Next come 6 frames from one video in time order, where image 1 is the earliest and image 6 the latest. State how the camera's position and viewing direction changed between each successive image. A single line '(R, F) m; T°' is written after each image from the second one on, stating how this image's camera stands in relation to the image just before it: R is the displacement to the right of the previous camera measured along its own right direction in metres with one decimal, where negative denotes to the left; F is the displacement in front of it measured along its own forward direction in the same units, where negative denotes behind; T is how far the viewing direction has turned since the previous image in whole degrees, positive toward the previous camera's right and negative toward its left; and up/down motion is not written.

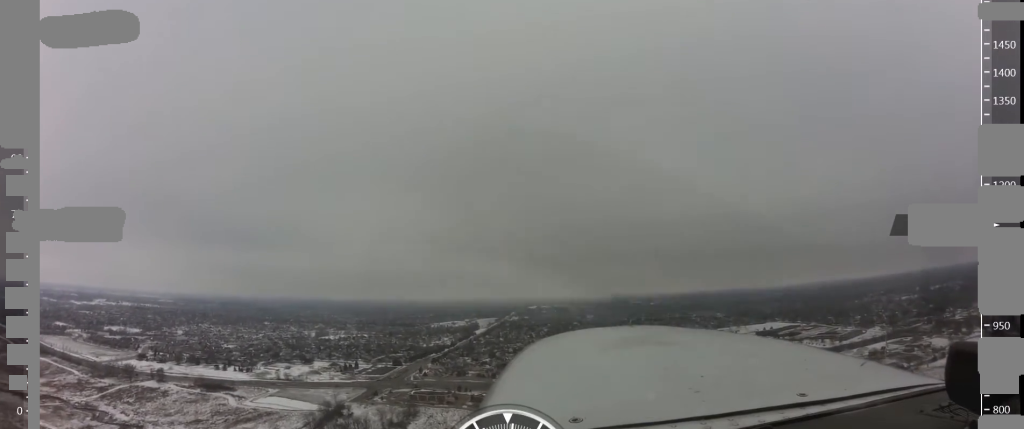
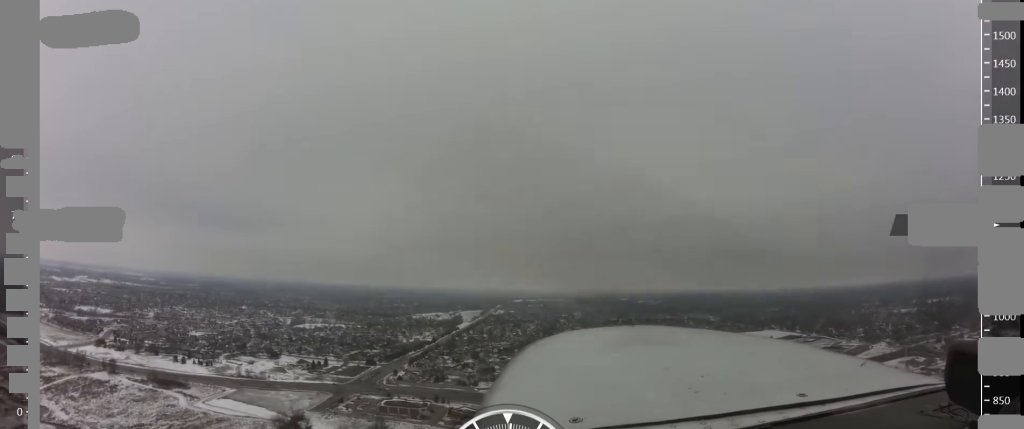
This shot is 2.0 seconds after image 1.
(0.0, +65.8) m; 0°
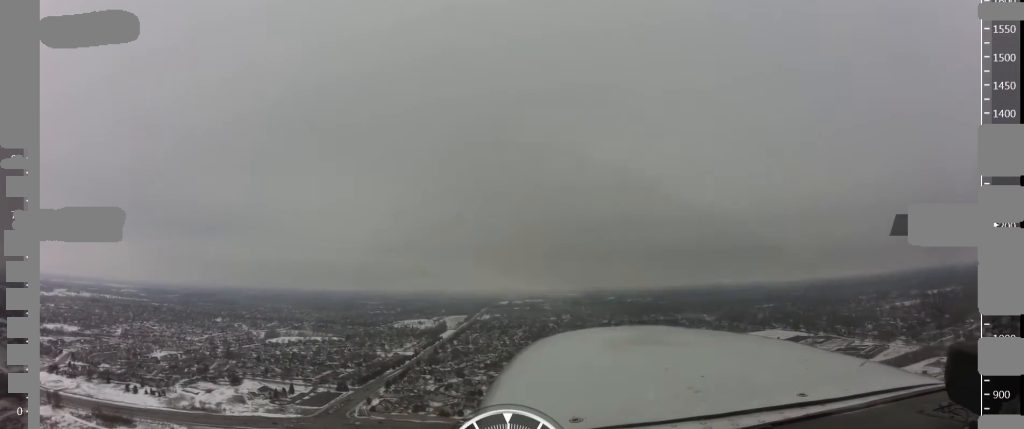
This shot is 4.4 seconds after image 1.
(+3.6, +79.8) m; +4°
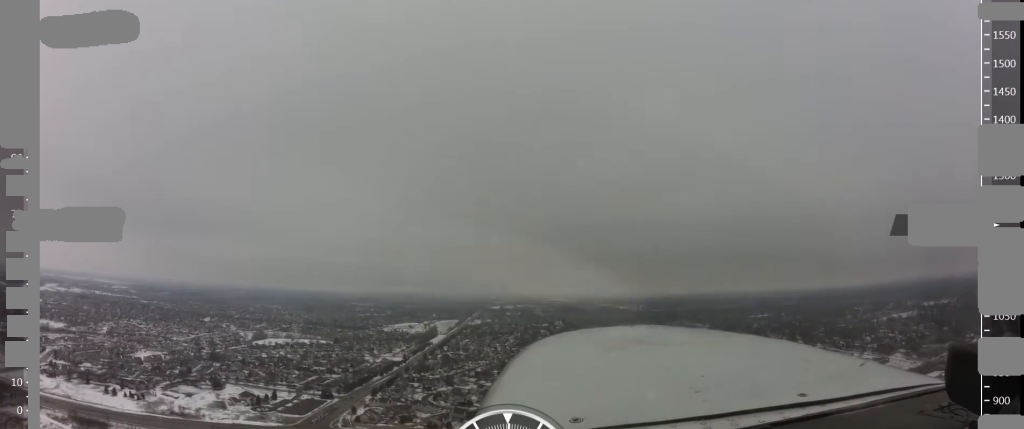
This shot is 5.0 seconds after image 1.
(+0.3, +22.1) m; -2°
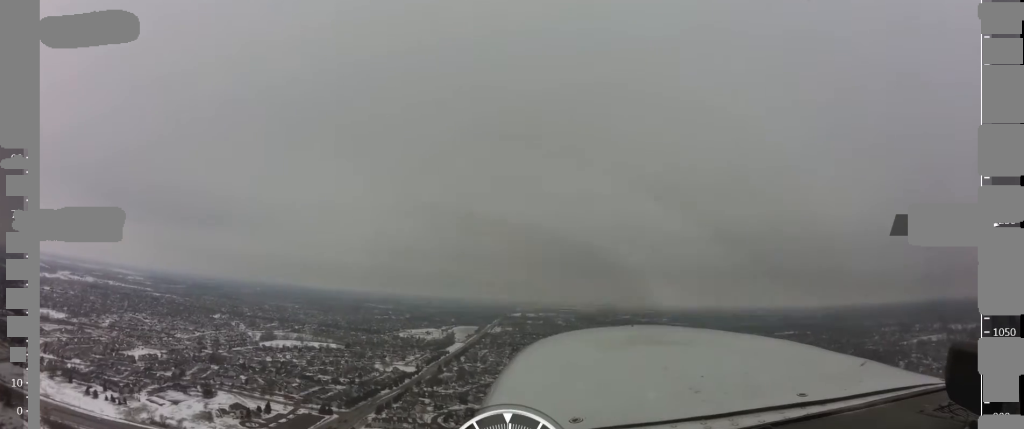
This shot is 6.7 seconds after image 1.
(-2.4, +57.5) m; -1°
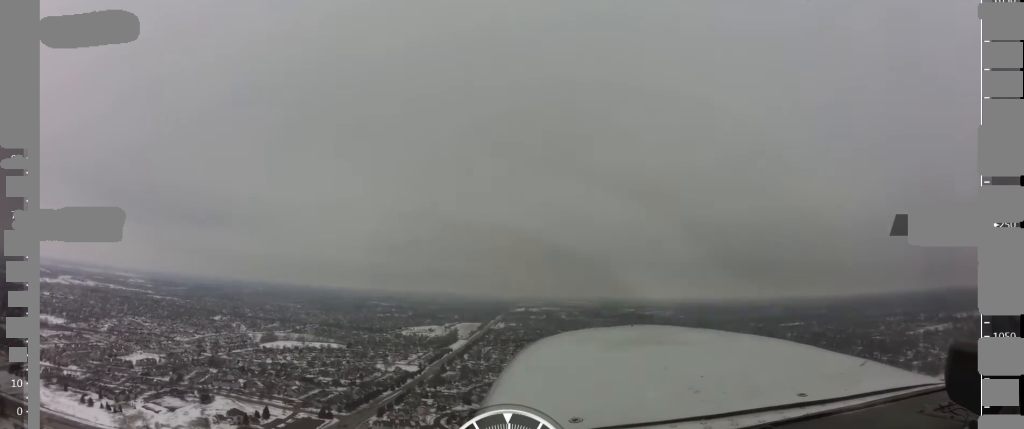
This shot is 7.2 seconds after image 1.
(-0.2, +15.9) m; +1°
